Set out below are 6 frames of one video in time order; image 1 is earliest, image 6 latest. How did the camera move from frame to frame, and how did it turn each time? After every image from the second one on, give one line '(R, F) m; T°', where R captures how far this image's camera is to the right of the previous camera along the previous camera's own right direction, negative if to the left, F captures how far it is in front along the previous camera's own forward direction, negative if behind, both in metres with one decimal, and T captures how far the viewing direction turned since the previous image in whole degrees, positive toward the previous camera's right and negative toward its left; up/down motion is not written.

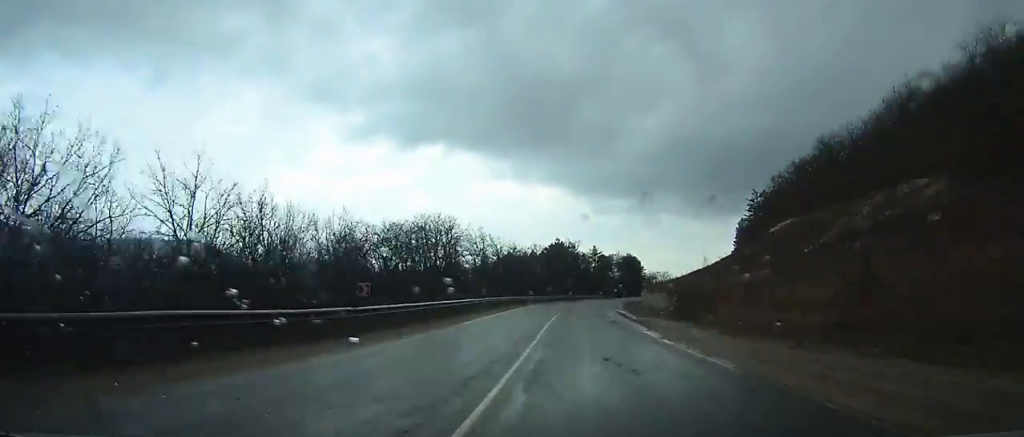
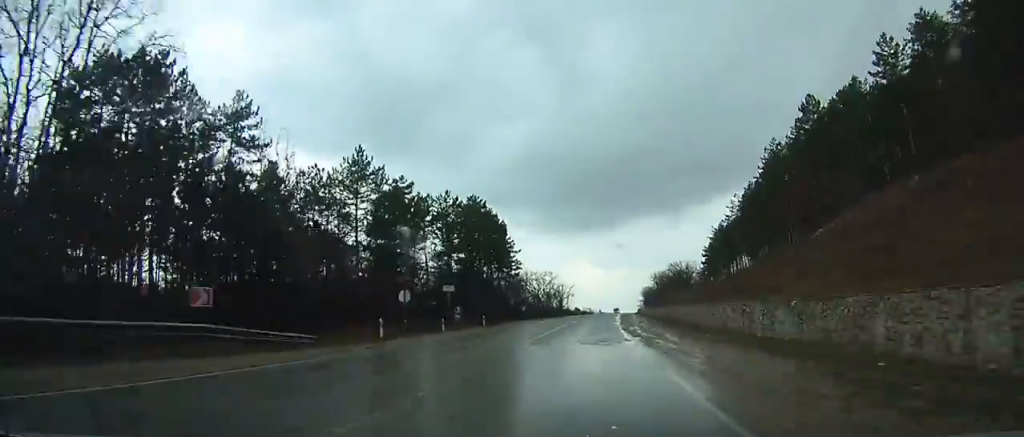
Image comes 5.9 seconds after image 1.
(+14.8, +128.1) m; +13°
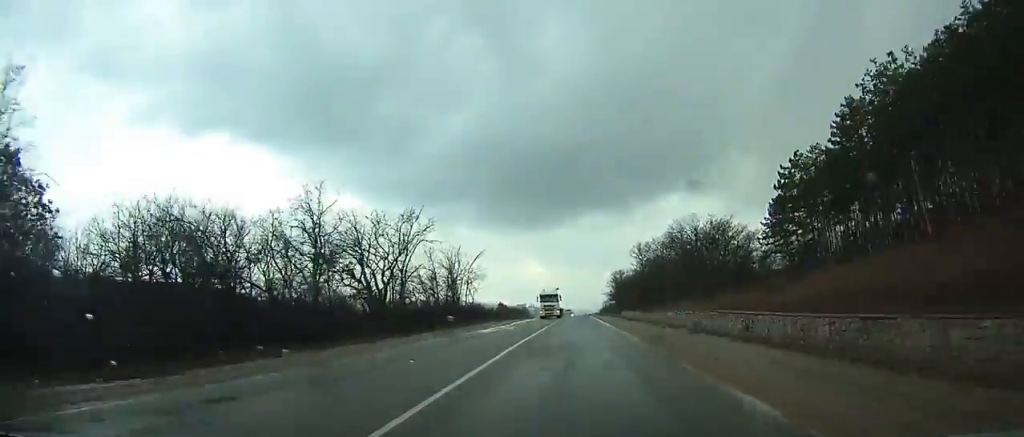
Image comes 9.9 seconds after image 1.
(+4.6, +84.5) m; +4°
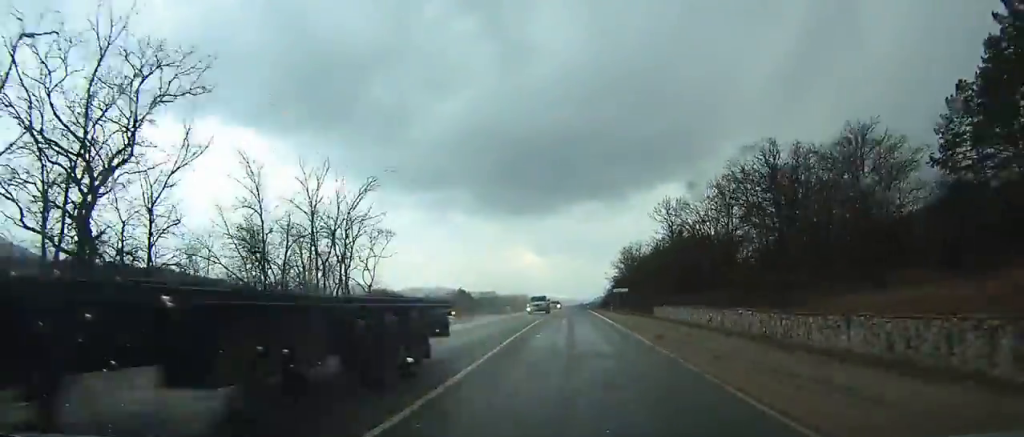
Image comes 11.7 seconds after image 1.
(+0.3, +37.3) m; +1°
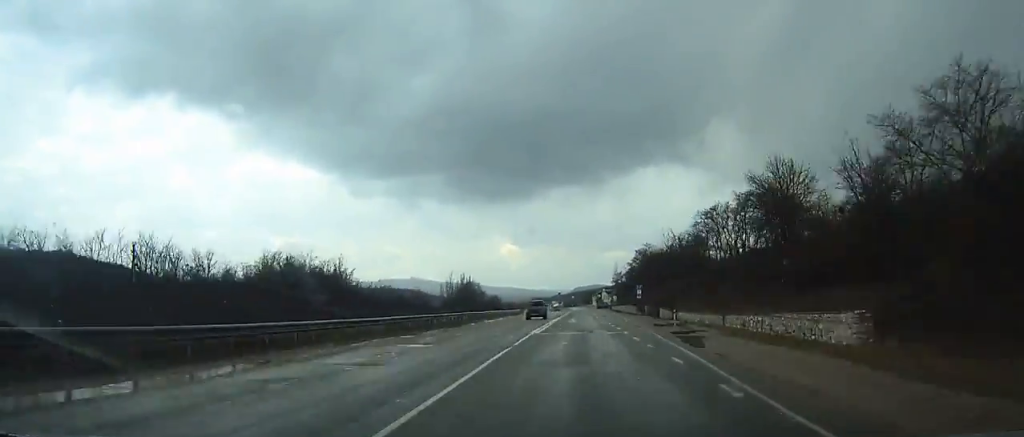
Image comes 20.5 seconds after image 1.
(+2.5, +175.5) m; +3°
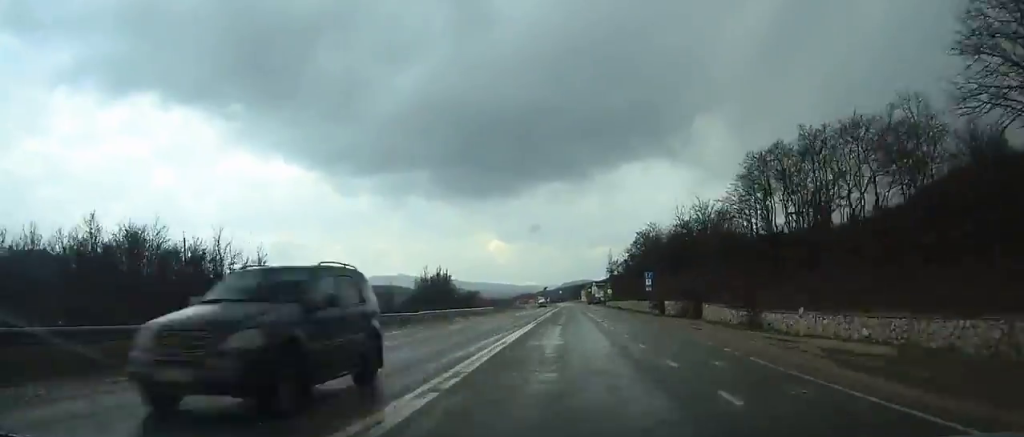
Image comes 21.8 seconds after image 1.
(+0.2, +25.3) m; +1°
